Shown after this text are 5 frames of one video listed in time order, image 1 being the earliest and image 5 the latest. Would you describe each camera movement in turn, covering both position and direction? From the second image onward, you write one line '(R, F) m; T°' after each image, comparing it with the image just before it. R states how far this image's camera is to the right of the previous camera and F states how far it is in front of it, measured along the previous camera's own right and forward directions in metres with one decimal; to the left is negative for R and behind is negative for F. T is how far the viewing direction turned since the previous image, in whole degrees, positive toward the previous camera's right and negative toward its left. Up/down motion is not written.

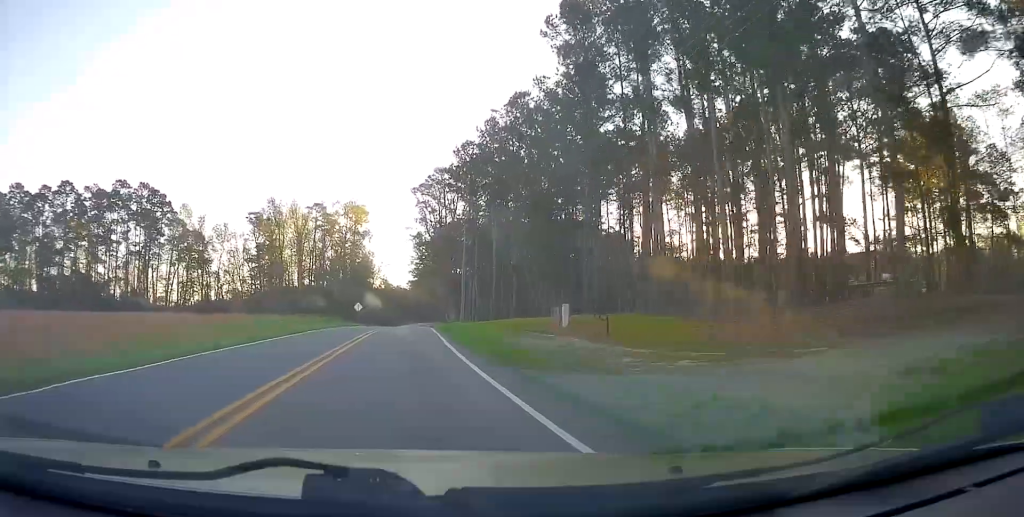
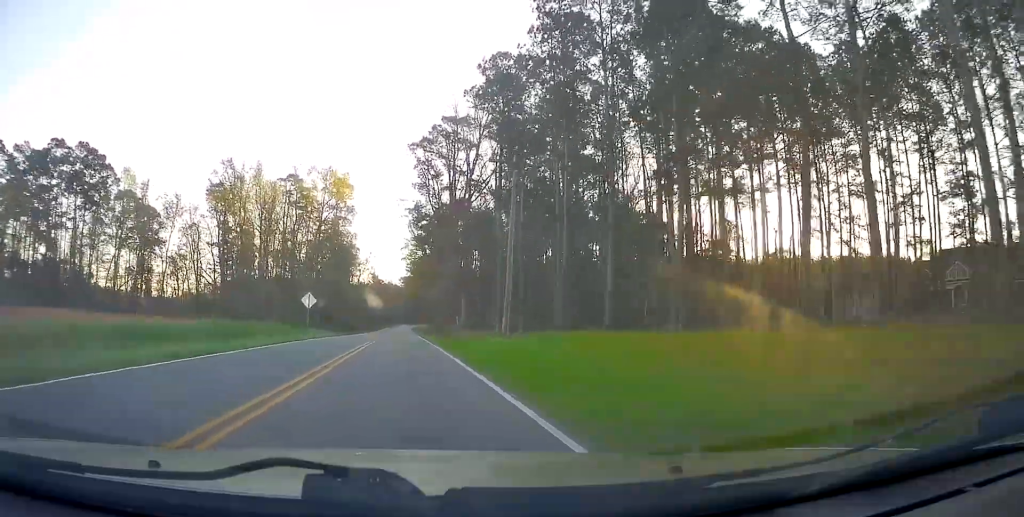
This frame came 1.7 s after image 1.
(+1.2, +31.9) m; +3°
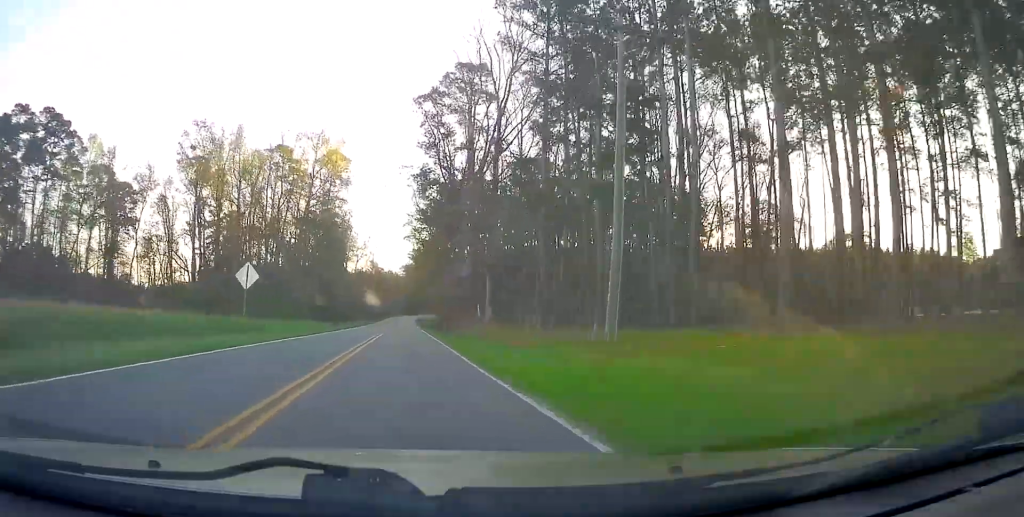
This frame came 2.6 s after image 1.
(+0.1, +16.3) m; 0°
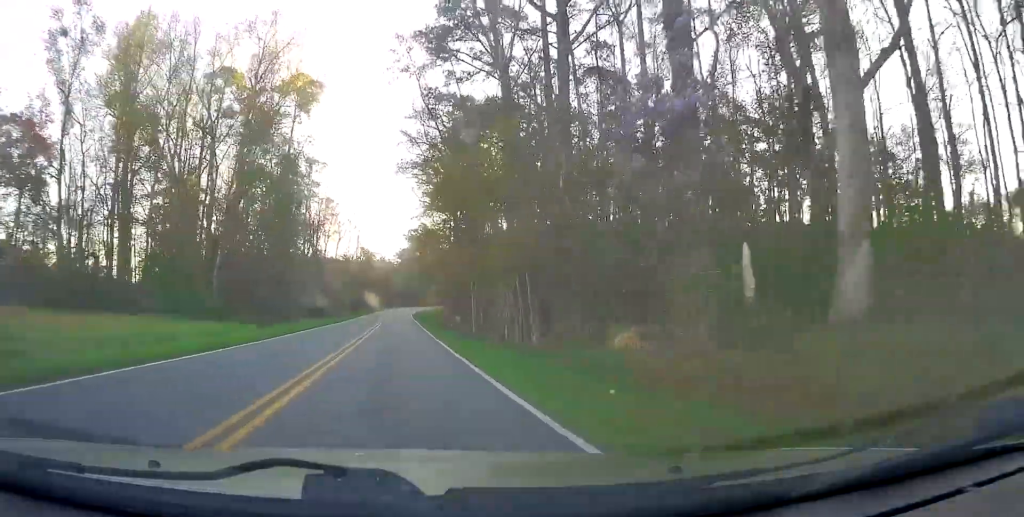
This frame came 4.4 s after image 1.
(+0.5, +36.9) m; +2°
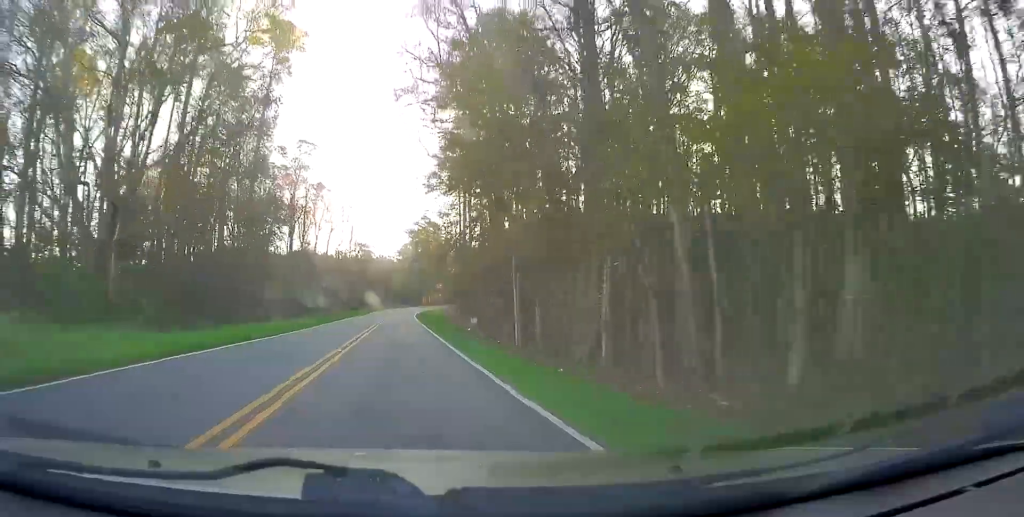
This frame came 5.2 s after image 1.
(0.0, +16.5) m; 0°
